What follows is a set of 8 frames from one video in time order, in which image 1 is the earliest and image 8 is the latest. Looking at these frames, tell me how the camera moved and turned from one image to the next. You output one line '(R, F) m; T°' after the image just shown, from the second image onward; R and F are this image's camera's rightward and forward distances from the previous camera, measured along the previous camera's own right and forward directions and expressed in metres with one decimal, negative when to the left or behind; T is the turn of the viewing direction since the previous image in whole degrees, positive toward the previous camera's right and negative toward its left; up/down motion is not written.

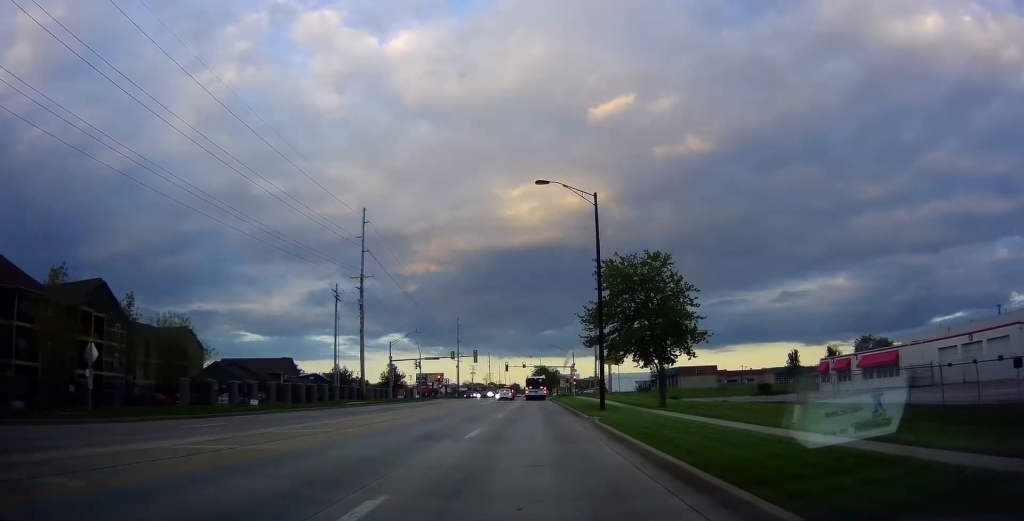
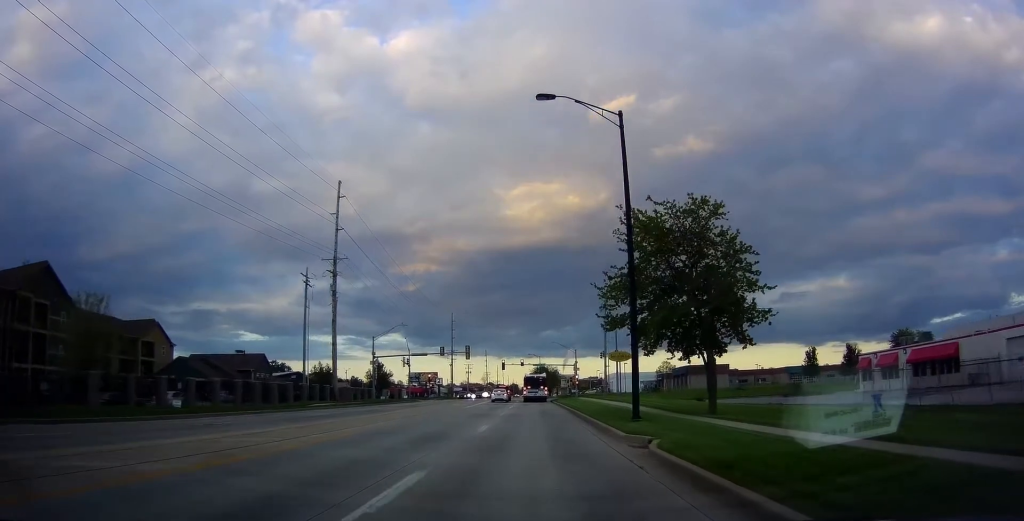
(+0.3, +9.8) m; -1°
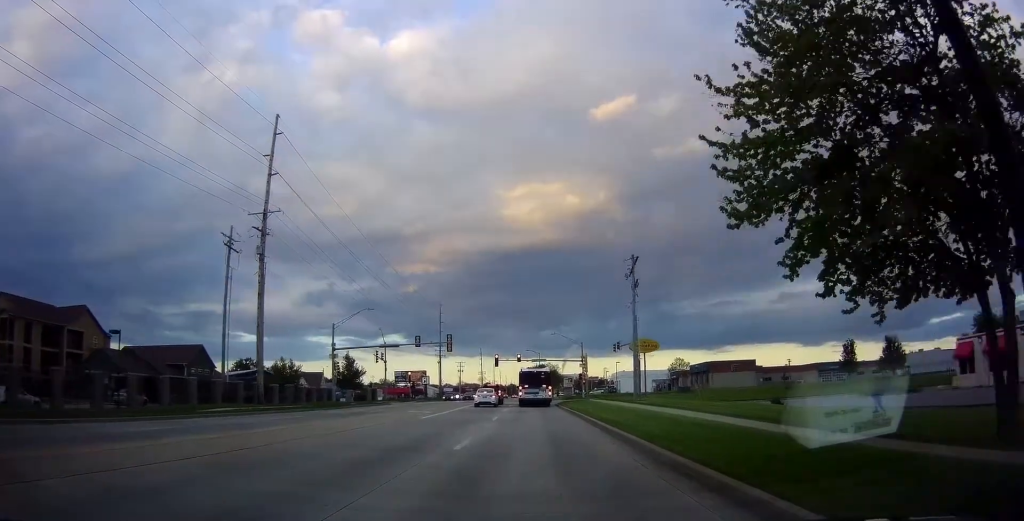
(-0.8, +17.5) m; -2°
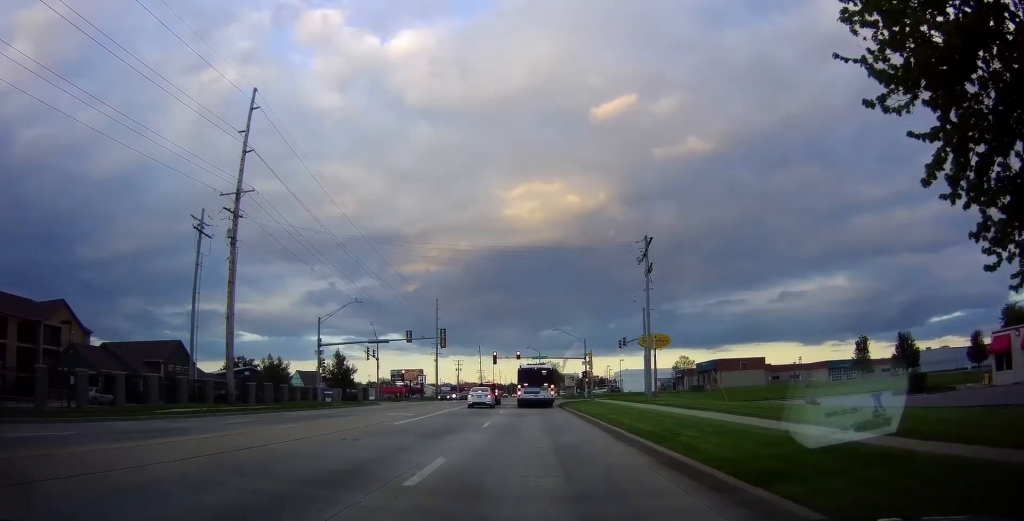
(0.0, +5.1) m; +2°
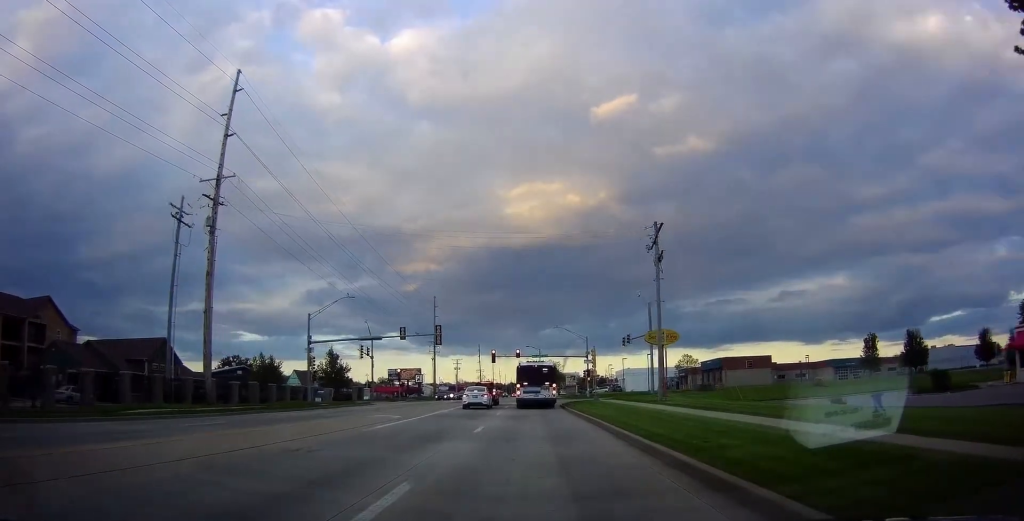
(-0.1, +3.1) m; +2°
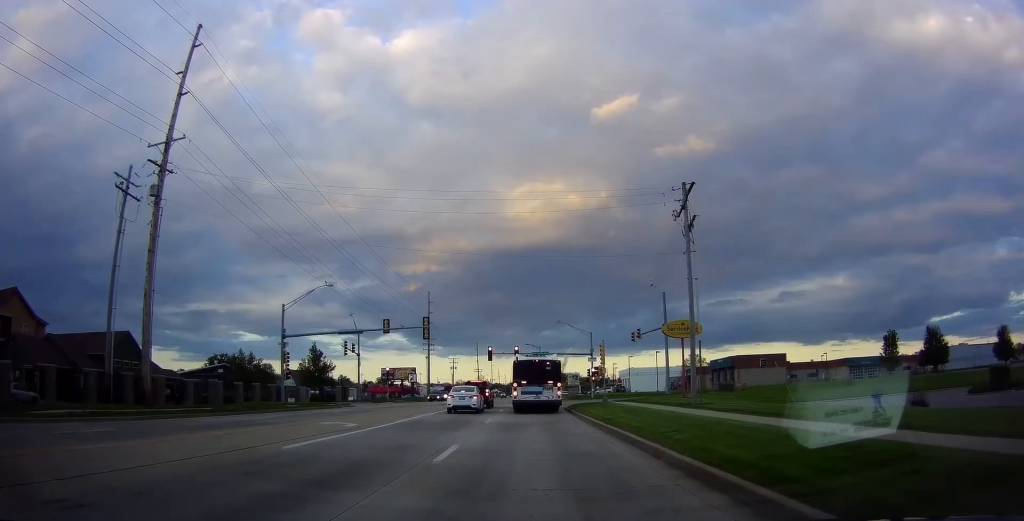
(+0.4, +6.9) m; +1°
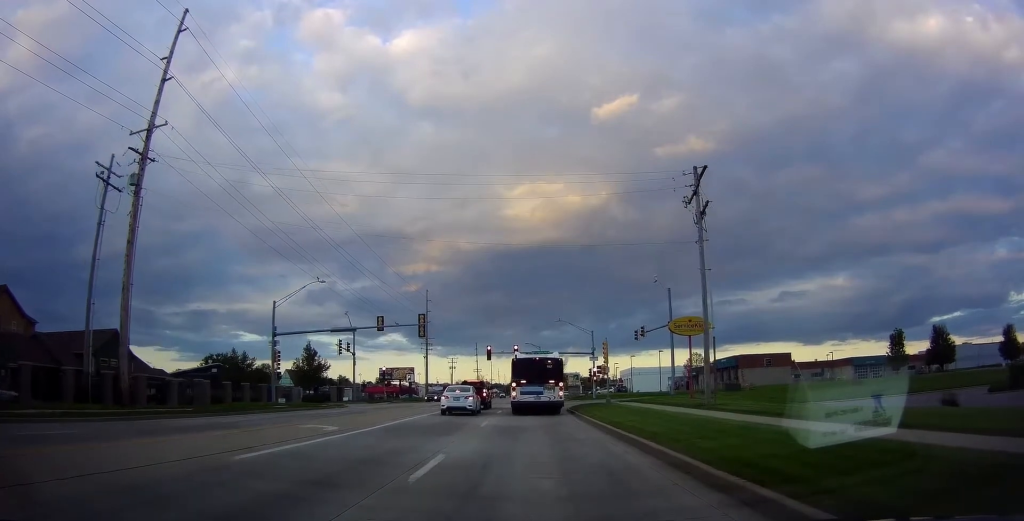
(-0.2, +2.2) m; -2°
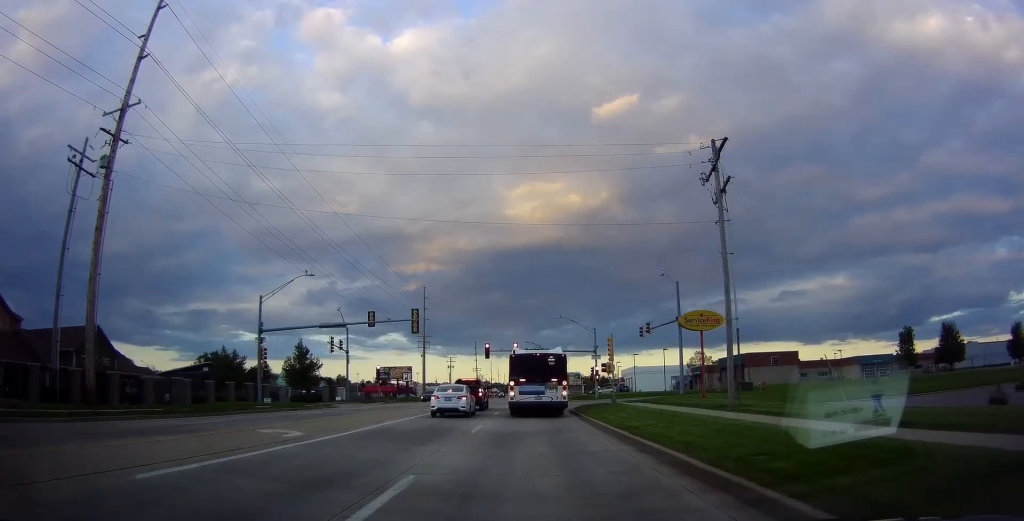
(-0.1, +3.1) m; -3°
